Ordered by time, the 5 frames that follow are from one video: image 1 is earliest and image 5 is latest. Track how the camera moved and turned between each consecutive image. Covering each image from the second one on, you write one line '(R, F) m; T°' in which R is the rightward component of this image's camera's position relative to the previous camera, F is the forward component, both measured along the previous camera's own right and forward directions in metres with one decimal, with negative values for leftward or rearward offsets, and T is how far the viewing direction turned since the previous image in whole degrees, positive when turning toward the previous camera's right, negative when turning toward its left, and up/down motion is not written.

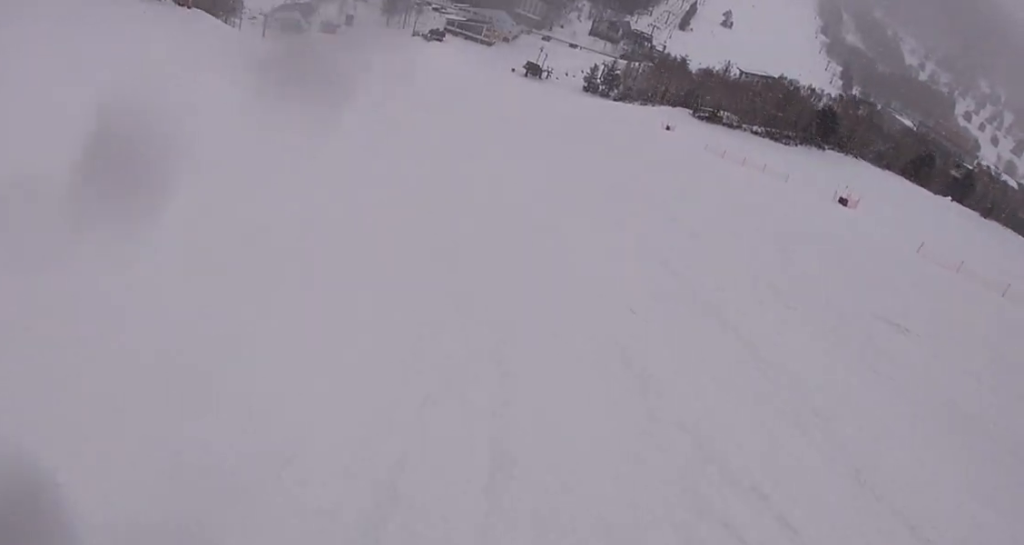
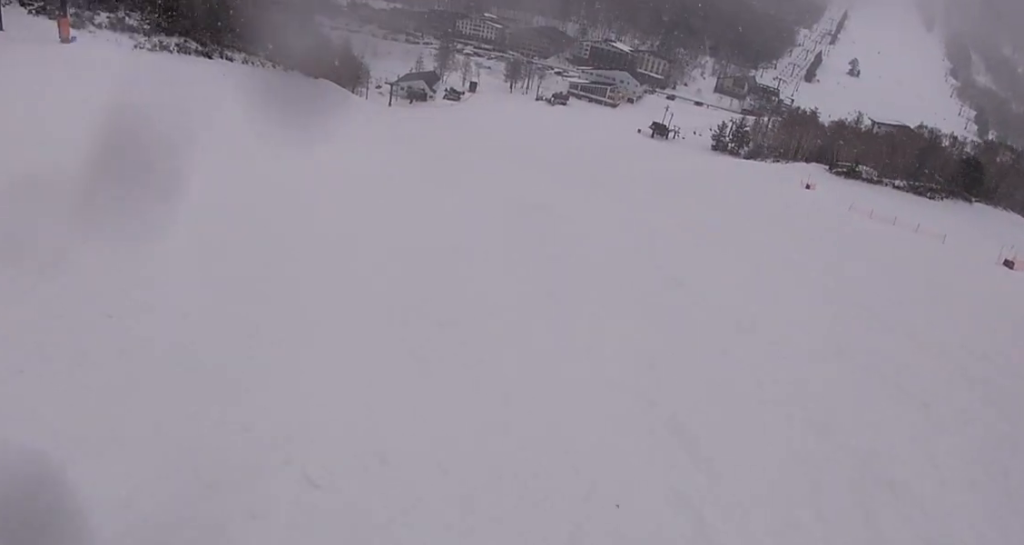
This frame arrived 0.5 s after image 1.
(-0.7, +3.8) m; -15°
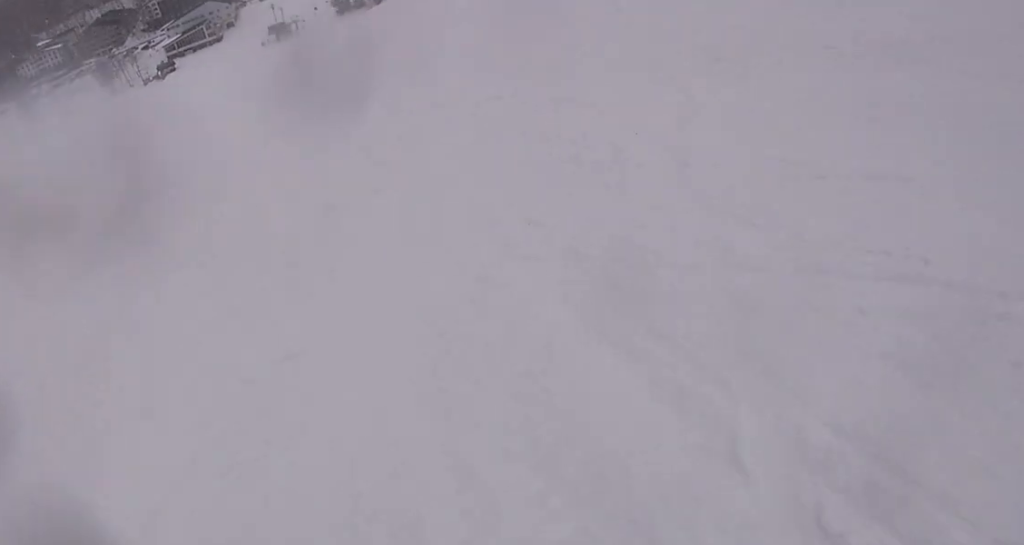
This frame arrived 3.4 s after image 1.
(-2.1, +22.1) m; +26°
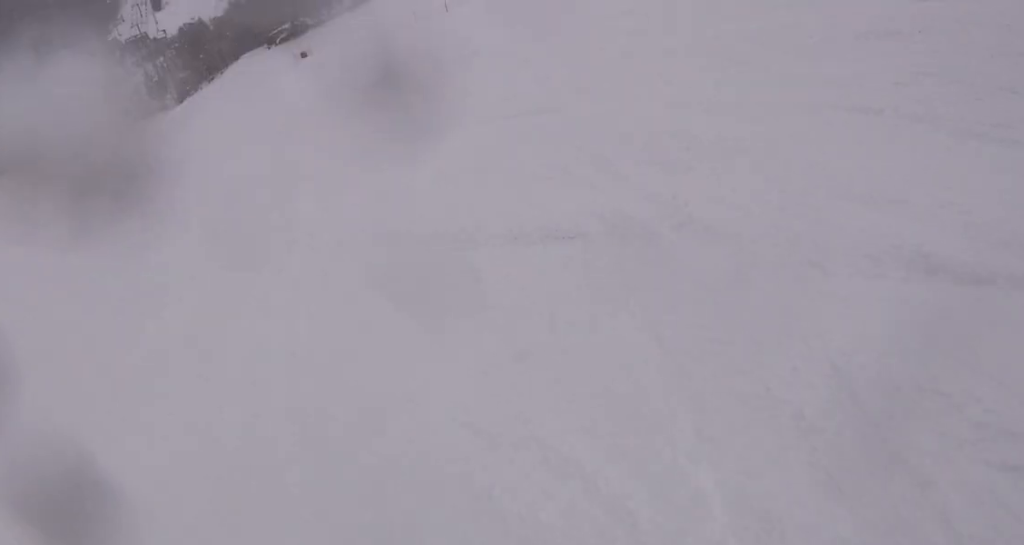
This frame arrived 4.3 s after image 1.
(+1.7, +7.6) m; +21°
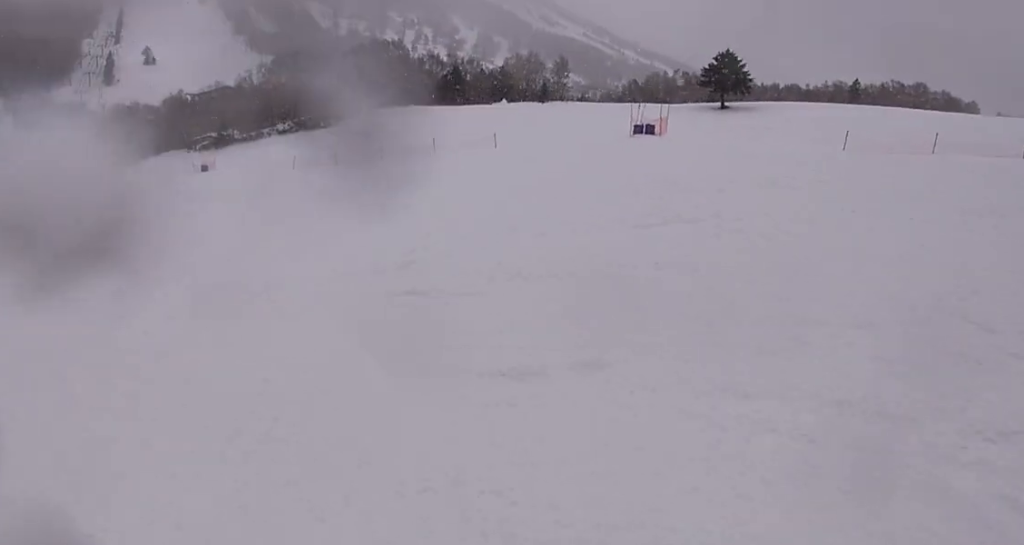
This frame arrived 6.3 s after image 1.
(+3.7, +17.9) m; +8°
